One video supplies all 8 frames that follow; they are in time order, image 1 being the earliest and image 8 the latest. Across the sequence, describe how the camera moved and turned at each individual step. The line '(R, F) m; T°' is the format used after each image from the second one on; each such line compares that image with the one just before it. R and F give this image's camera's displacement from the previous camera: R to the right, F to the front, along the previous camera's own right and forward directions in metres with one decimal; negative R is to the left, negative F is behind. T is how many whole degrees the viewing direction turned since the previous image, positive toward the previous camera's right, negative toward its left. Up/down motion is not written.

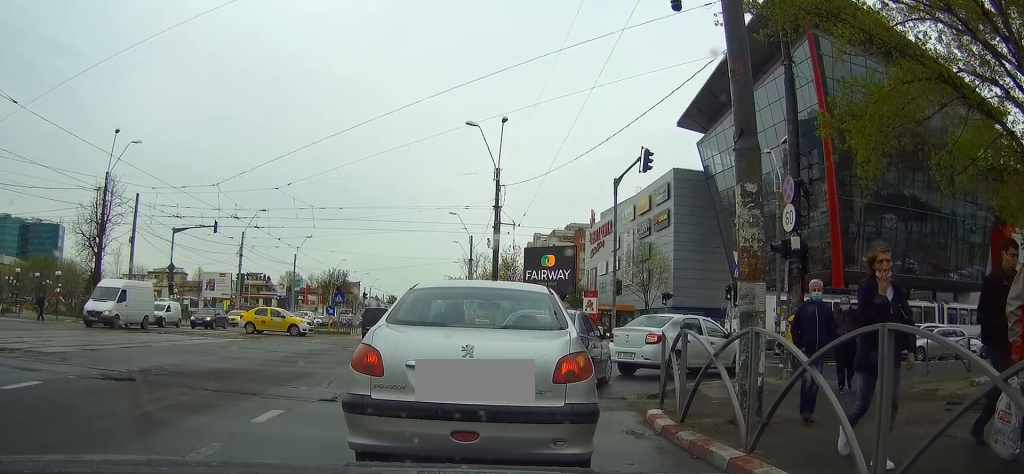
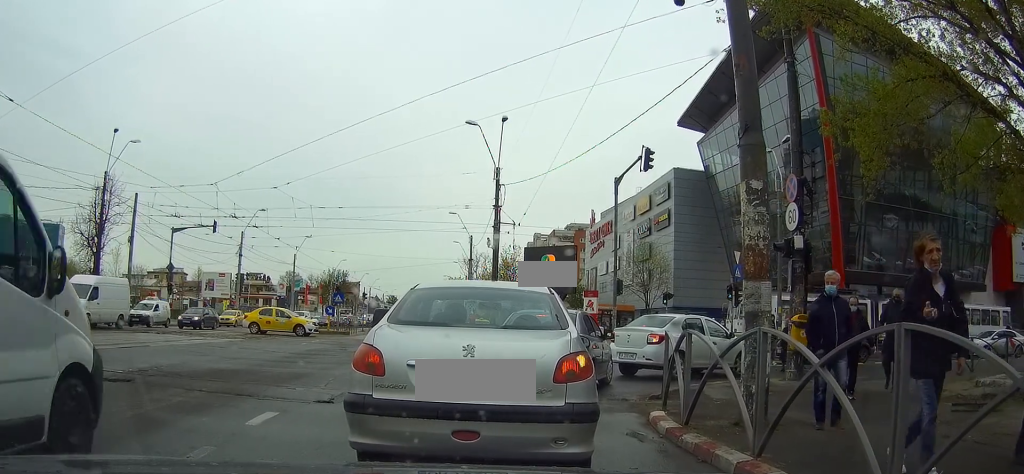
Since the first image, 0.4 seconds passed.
(0.0, +0.2) m; 0°
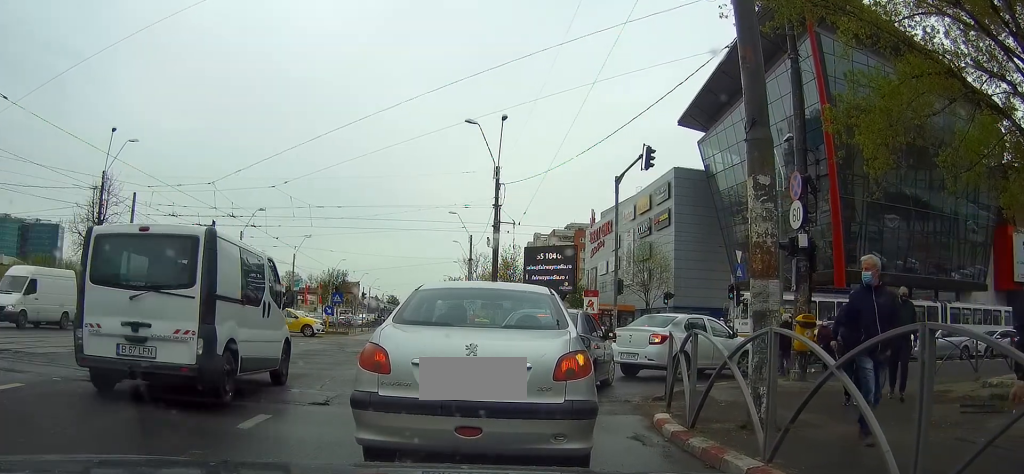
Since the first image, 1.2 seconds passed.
(-0.1, +0.2) m; 0°
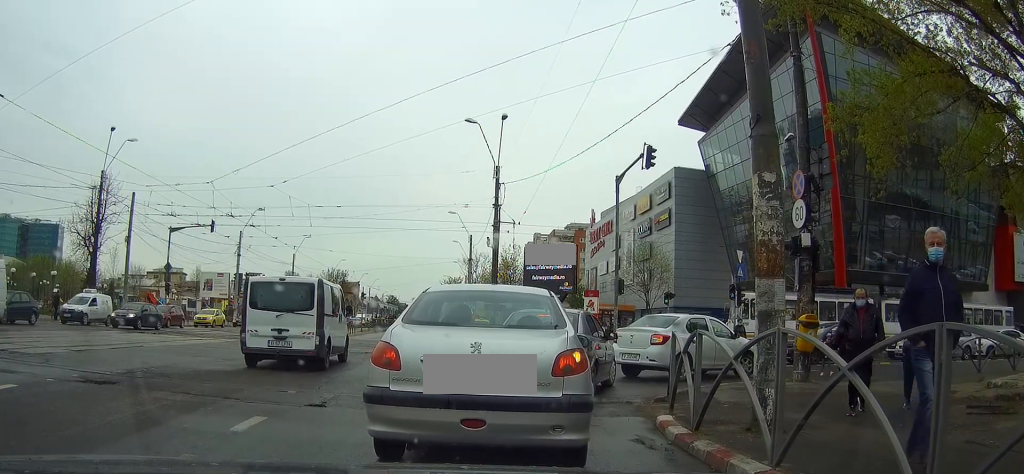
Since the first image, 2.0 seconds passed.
(-0.1, +0.2) m; 0°
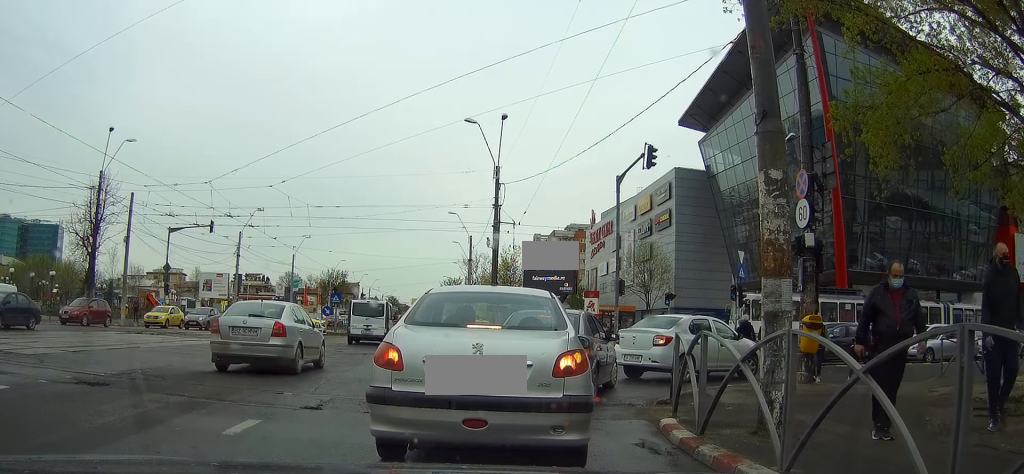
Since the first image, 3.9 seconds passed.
(-0.1, +0.3) m; 0°
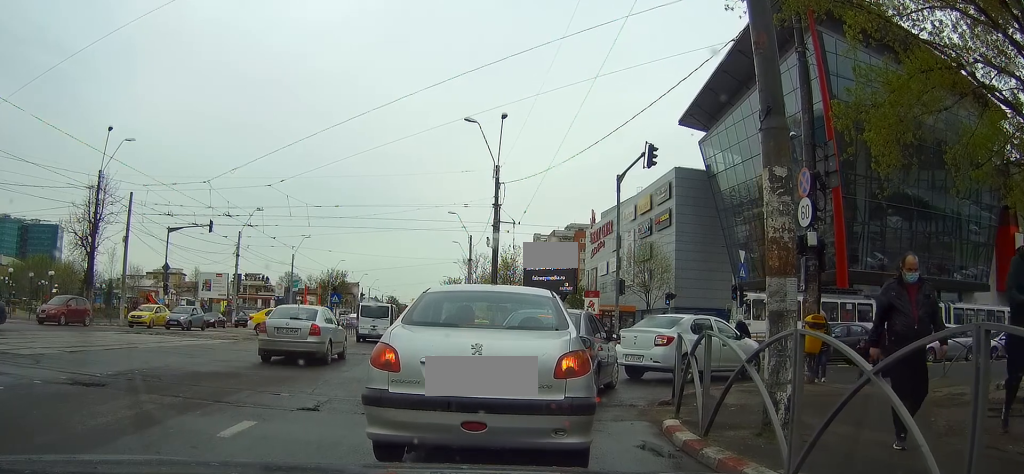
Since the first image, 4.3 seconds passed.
(+0.1, +0.1) m; 0°
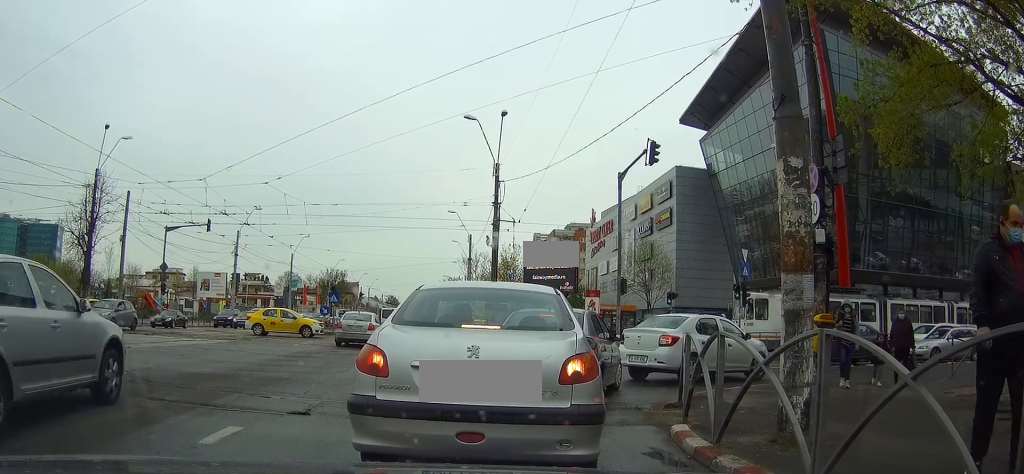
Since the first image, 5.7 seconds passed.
(+0.1, +0.3) m; 0°
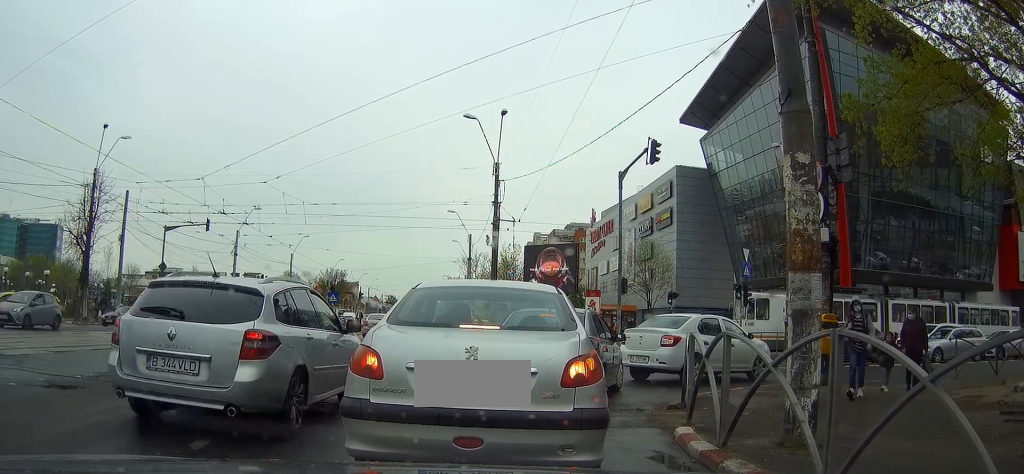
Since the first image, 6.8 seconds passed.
(+0.1, +0.2) m; 0°
